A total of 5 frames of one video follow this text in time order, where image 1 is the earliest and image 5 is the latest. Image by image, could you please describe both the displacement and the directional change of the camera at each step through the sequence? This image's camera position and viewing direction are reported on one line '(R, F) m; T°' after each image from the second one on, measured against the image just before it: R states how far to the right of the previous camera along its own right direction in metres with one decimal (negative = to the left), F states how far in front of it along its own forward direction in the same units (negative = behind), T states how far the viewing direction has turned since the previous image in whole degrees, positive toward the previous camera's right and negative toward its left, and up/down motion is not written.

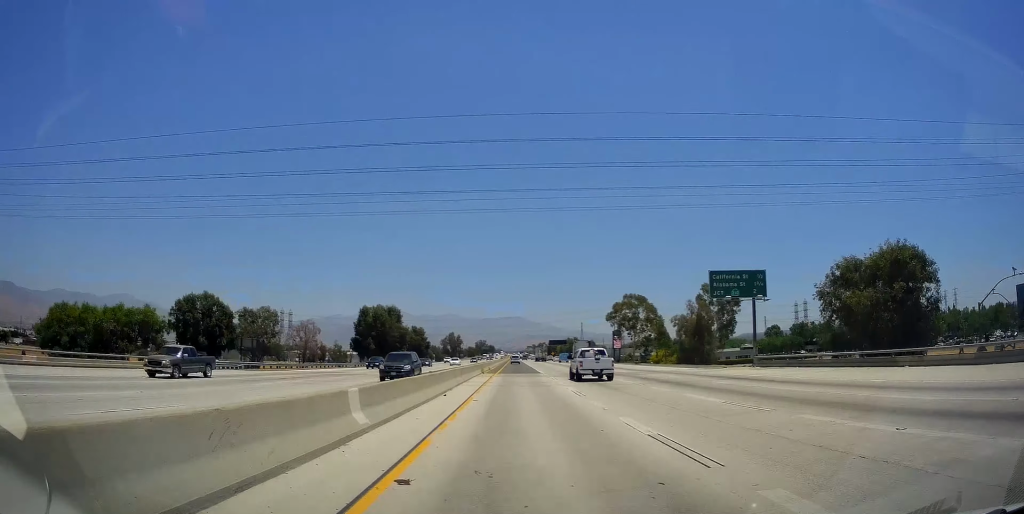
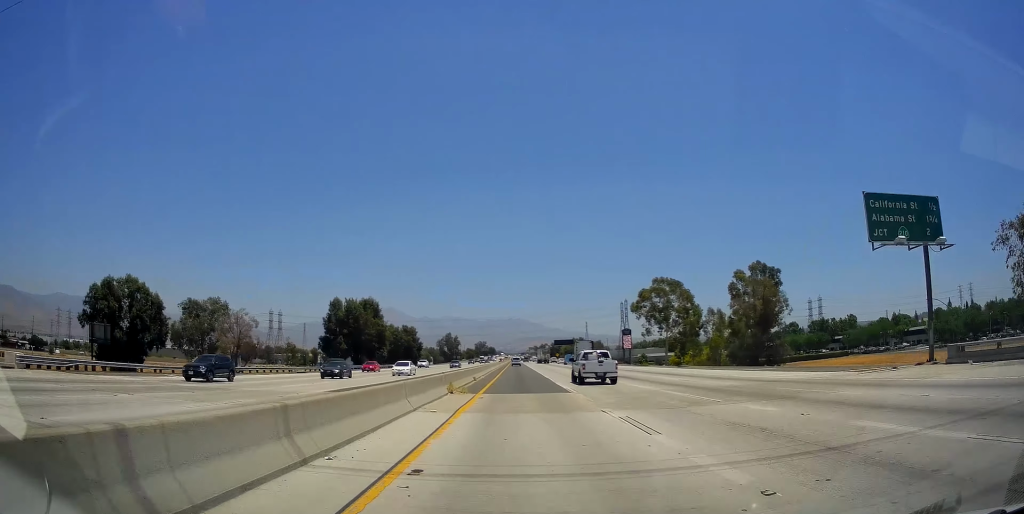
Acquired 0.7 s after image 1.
(0.0, +24.2) m; 0°
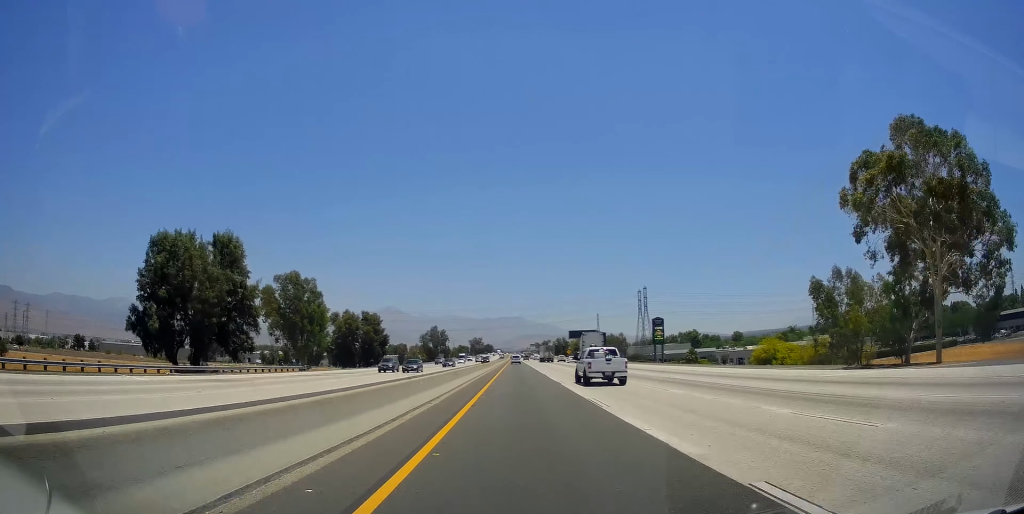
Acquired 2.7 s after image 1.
(0.0, +67.8) m; 0°
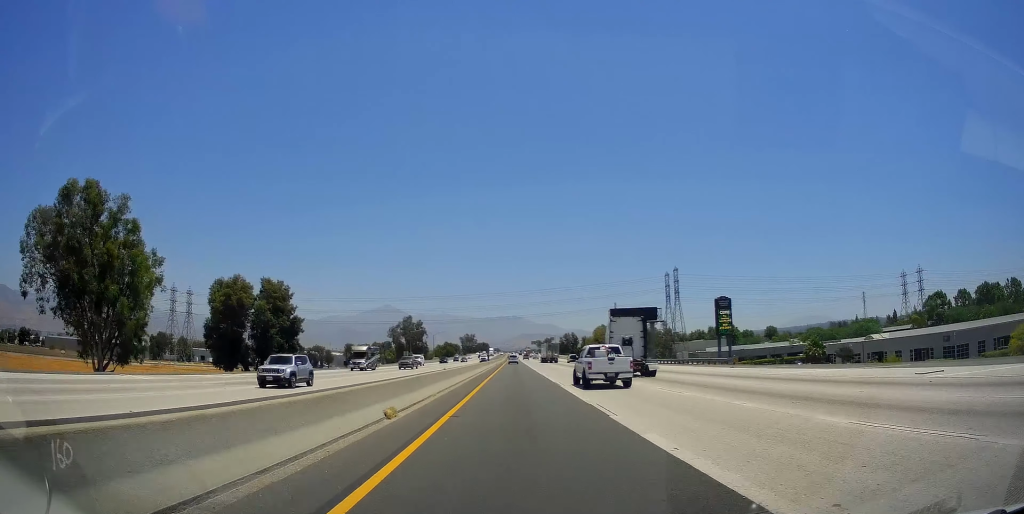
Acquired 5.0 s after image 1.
(0.0, +75.6) m; 0°
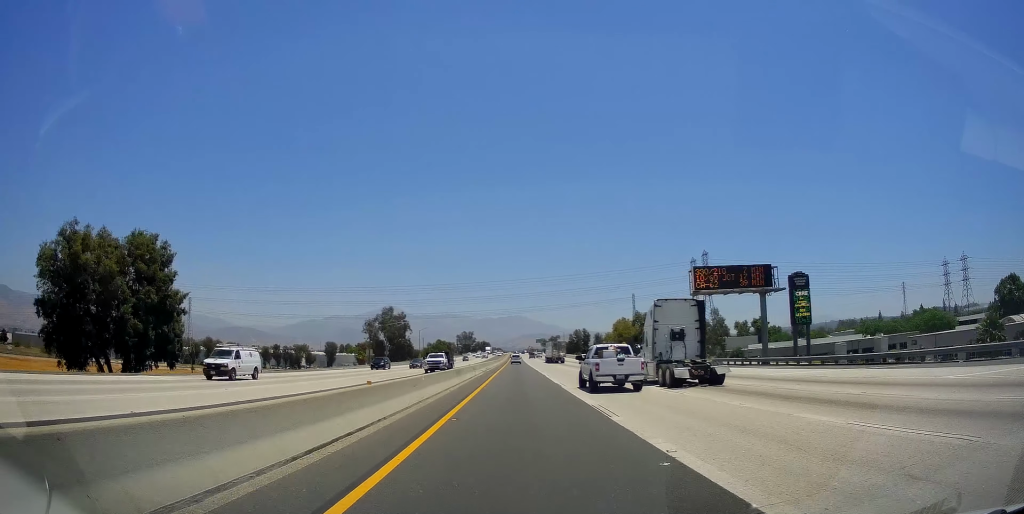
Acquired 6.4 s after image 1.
(+0.1, +42.9) m; 0°
